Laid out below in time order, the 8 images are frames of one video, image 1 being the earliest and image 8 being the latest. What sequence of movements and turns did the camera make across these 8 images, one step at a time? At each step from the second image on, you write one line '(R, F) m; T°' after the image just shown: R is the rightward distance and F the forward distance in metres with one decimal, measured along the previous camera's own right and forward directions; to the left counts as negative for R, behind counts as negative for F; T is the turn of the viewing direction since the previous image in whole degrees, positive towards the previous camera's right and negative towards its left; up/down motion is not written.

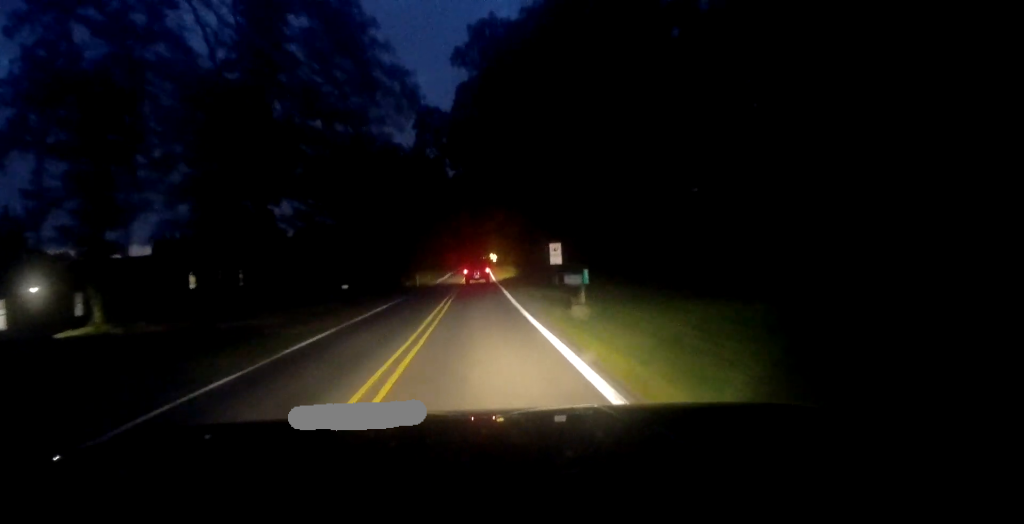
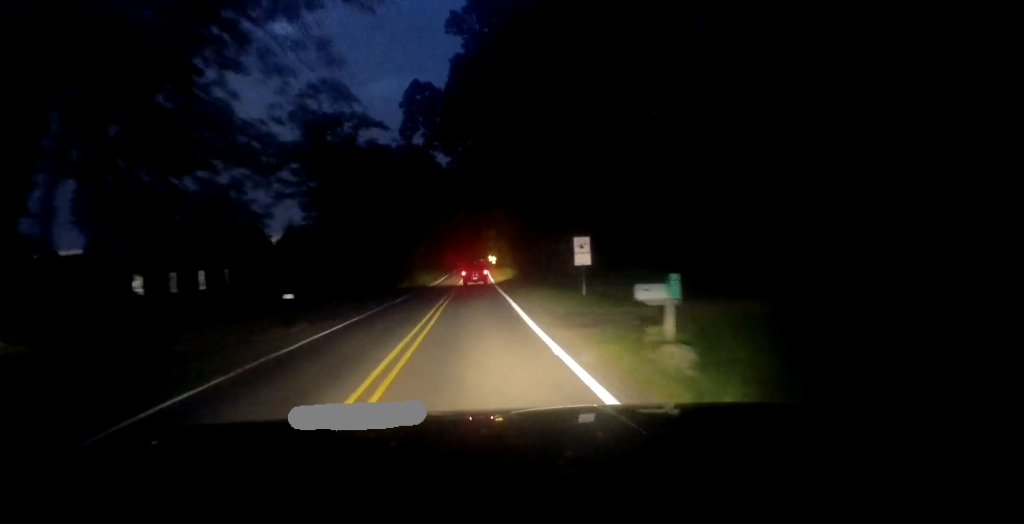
(-0.1, +8.4) m; -1°
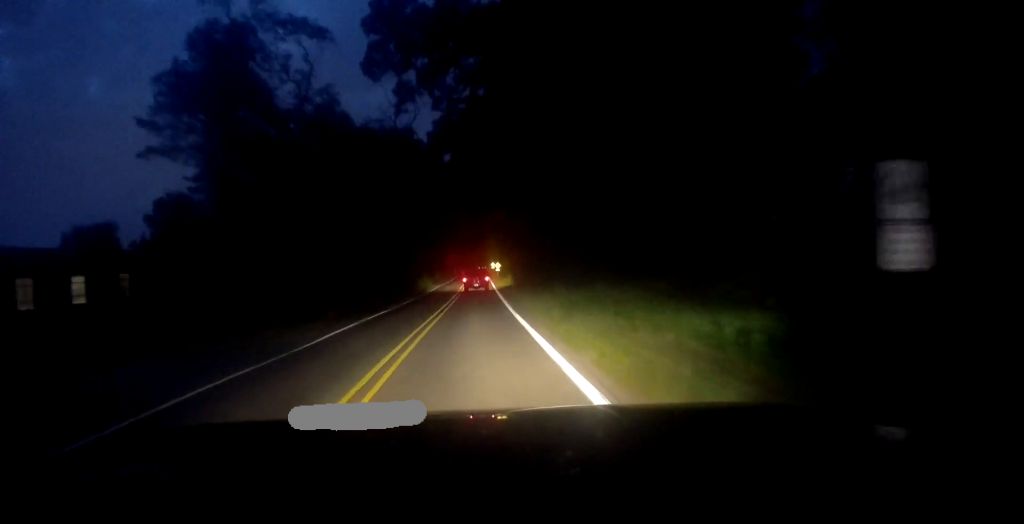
(0.0, +18.0) m; 0°
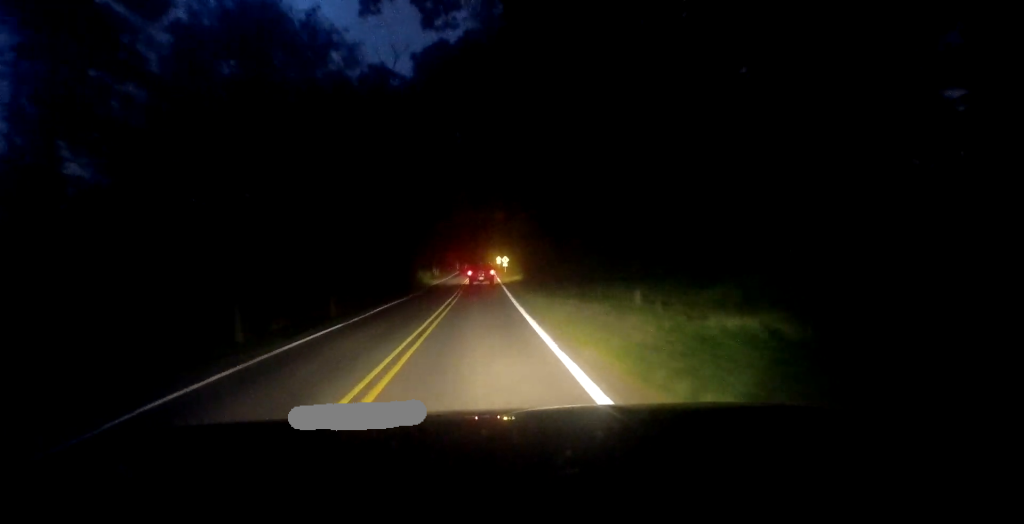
(0.0, +12.4) m; 0°
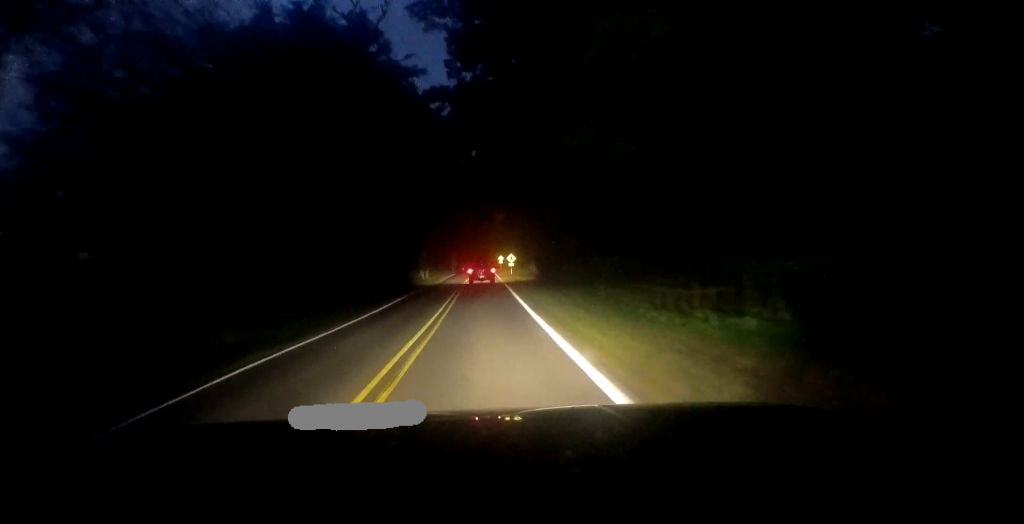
(0.0, +18.4) m; +1°
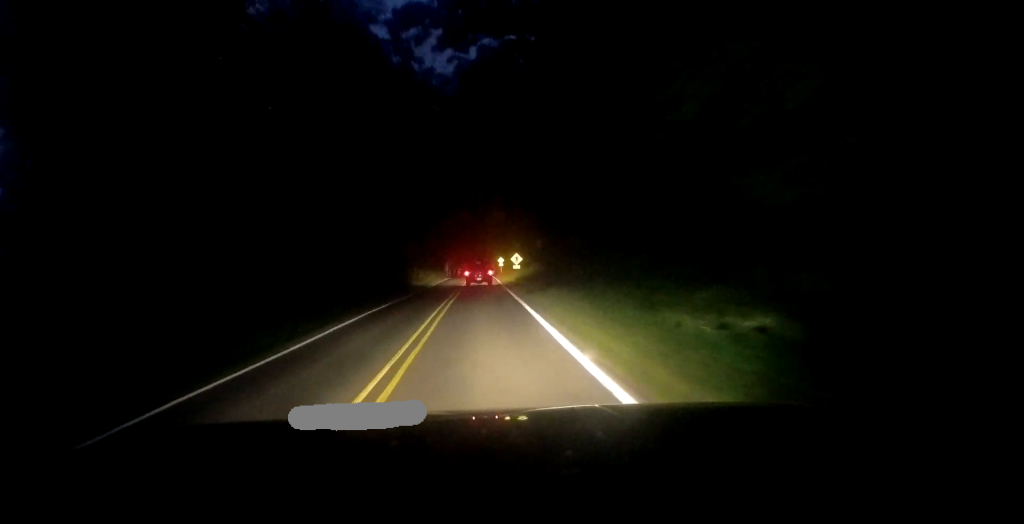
(+0.3, +12.8) m; +1°
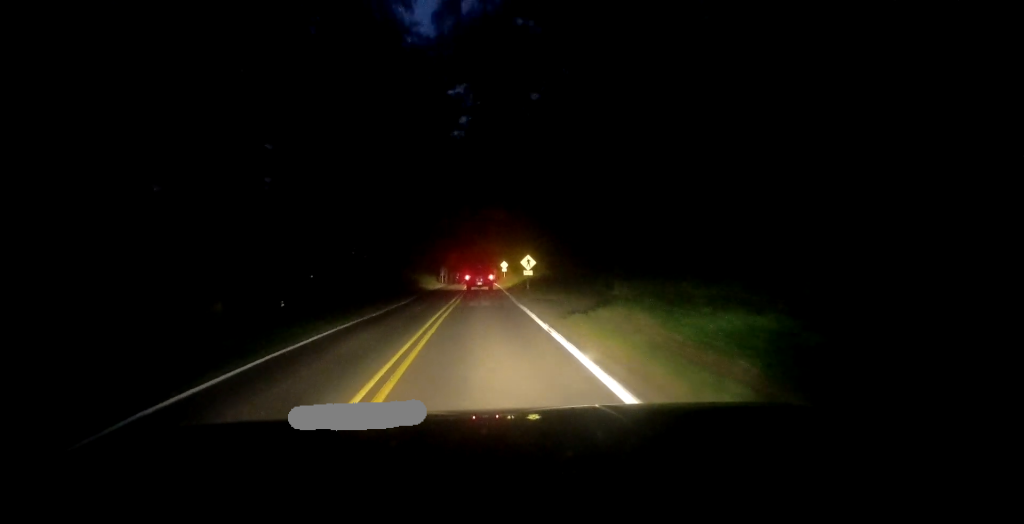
(0.0, +11.8) m; -1°
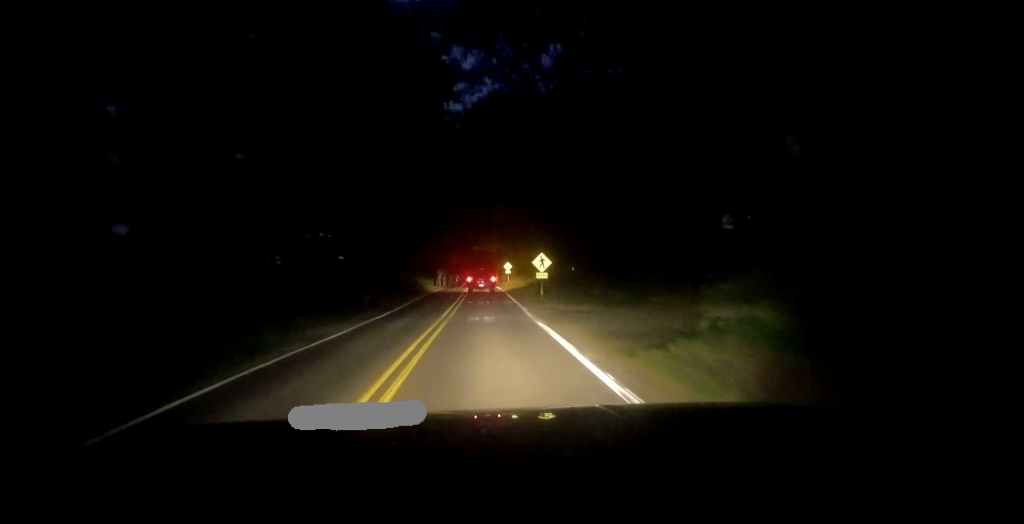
(-0.2, +8.2) m; -1°
